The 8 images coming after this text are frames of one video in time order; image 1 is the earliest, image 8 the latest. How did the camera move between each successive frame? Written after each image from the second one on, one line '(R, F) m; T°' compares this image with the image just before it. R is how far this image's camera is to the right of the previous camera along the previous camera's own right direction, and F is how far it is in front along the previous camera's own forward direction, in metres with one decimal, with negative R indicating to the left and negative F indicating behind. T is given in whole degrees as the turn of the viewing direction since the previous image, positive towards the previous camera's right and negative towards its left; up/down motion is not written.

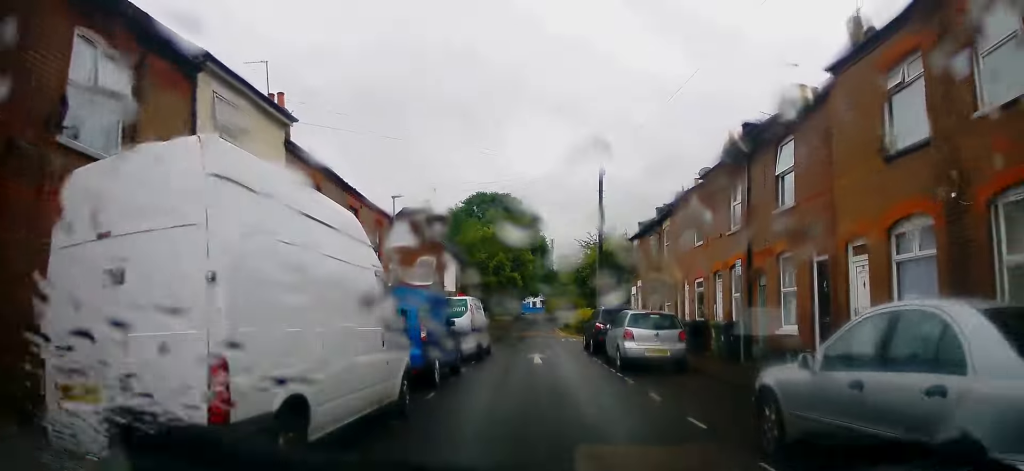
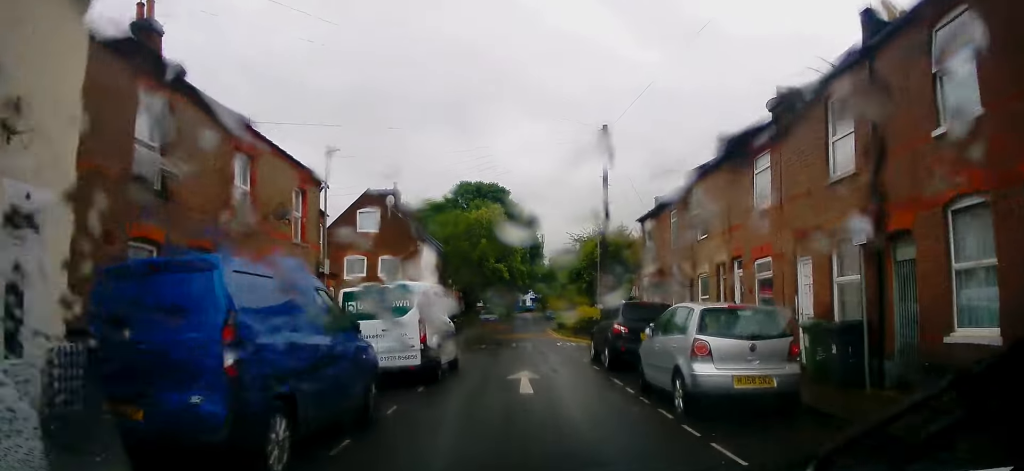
(0.0, +6.6) m; -1°
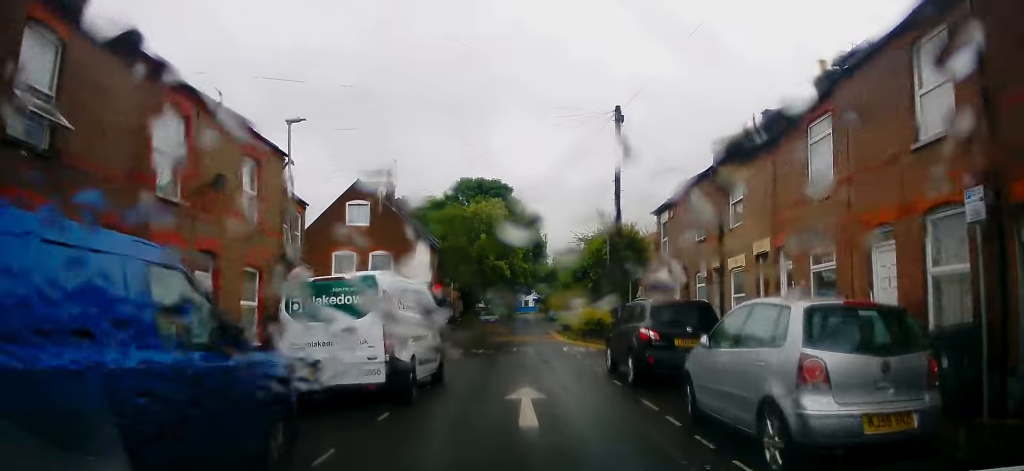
(-0.2, +2.8) m; -1°
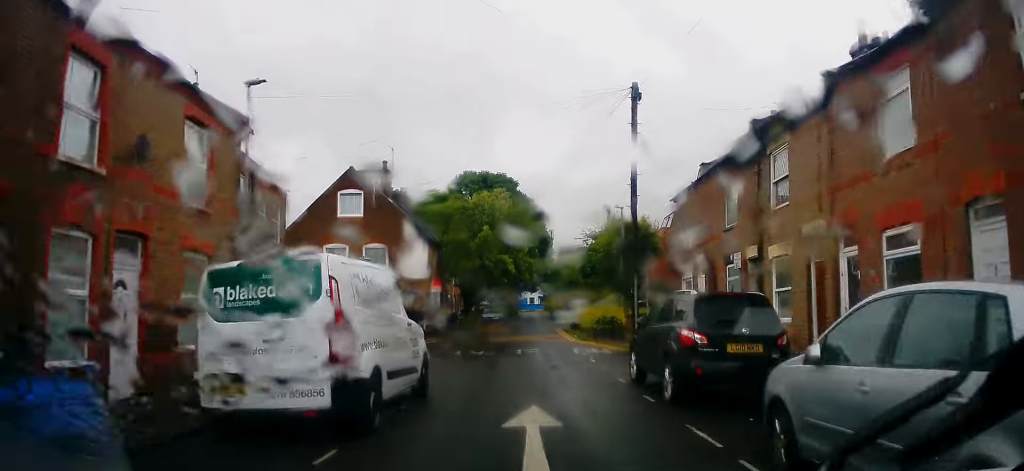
(+0.2, +2.4) m; -1°
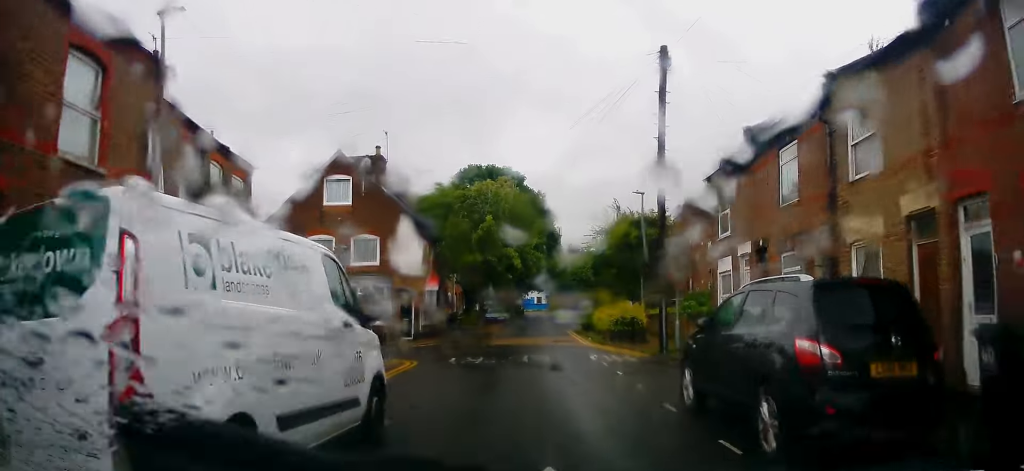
(+0.2, +3.3) m; -1°
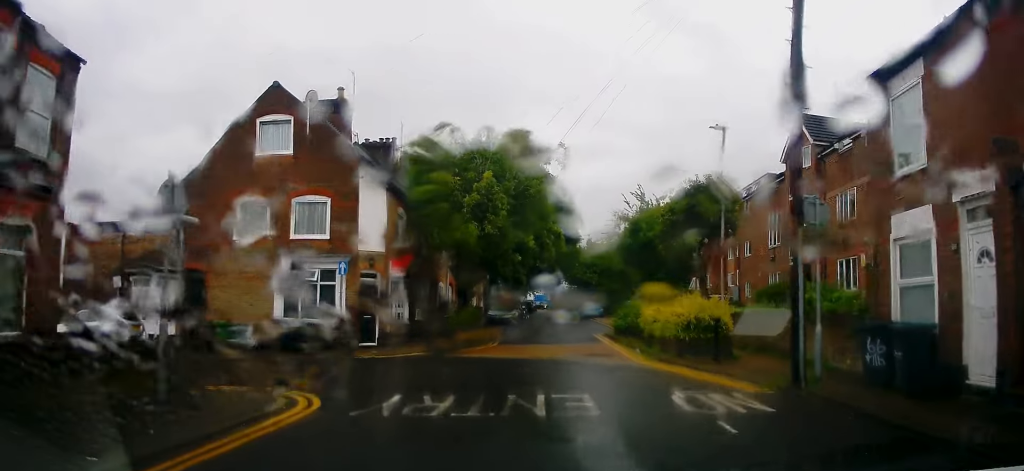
(-0.3, +9.0) m; +3°
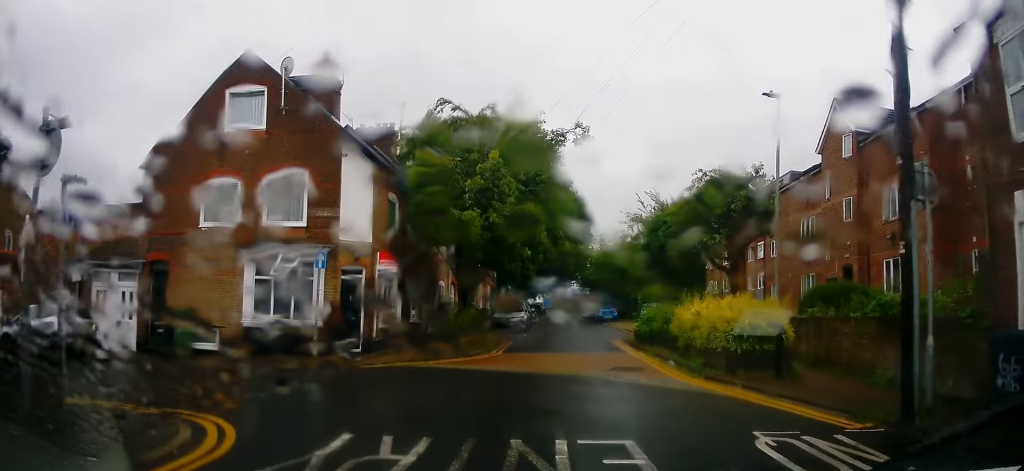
(0.0, +3.0) m; -3°
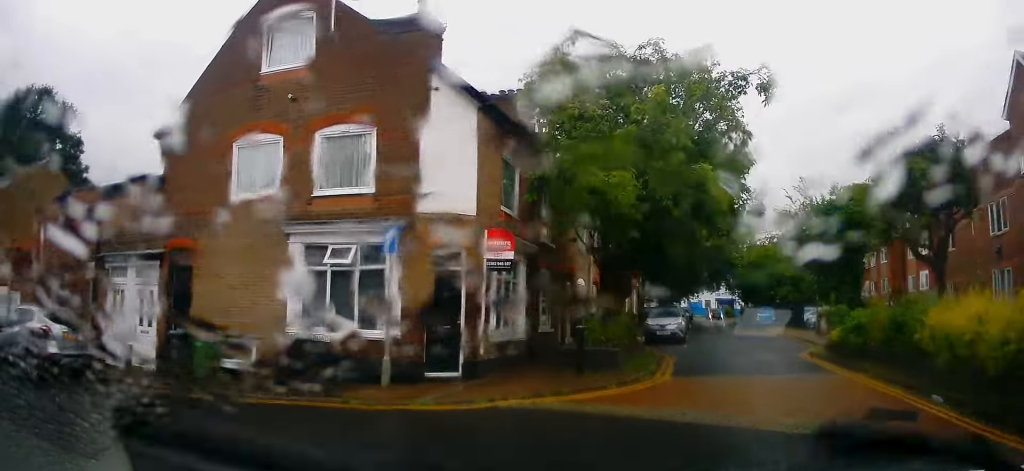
(-0.8, +5.7) m; -24°
